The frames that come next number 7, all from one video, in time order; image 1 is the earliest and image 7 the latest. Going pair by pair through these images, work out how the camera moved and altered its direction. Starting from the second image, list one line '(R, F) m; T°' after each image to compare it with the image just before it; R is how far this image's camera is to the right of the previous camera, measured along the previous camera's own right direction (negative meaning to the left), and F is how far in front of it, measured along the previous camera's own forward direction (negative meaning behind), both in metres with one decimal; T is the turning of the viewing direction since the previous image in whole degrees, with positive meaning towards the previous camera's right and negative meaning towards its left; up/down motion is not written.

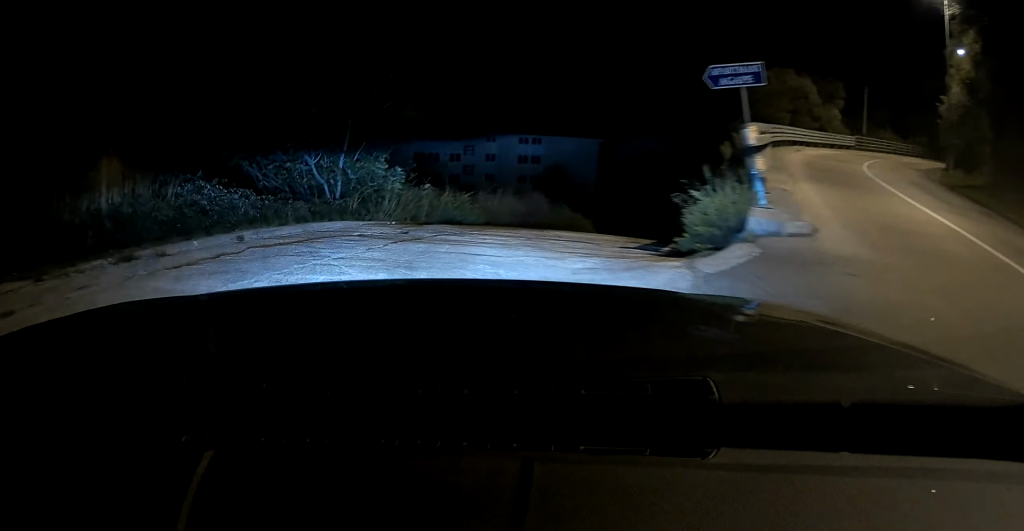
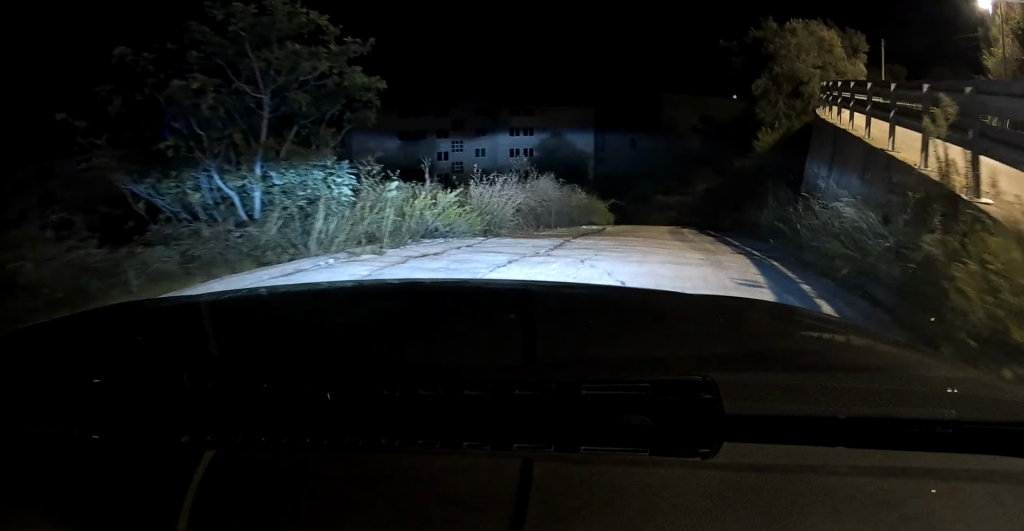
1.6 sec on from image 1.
(-0.9, +7.2) m; +3°
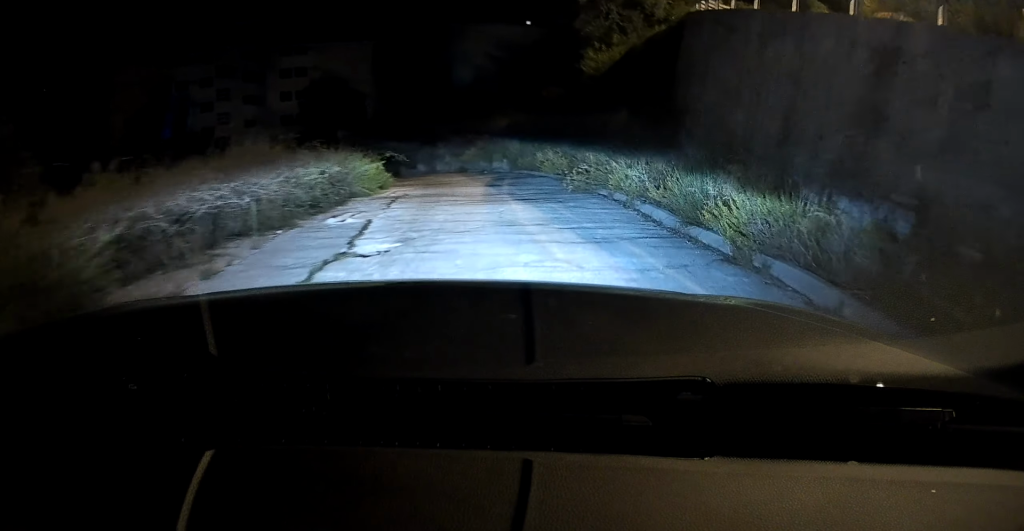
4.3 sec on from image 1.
(+2.8, +12.0) m; +15°
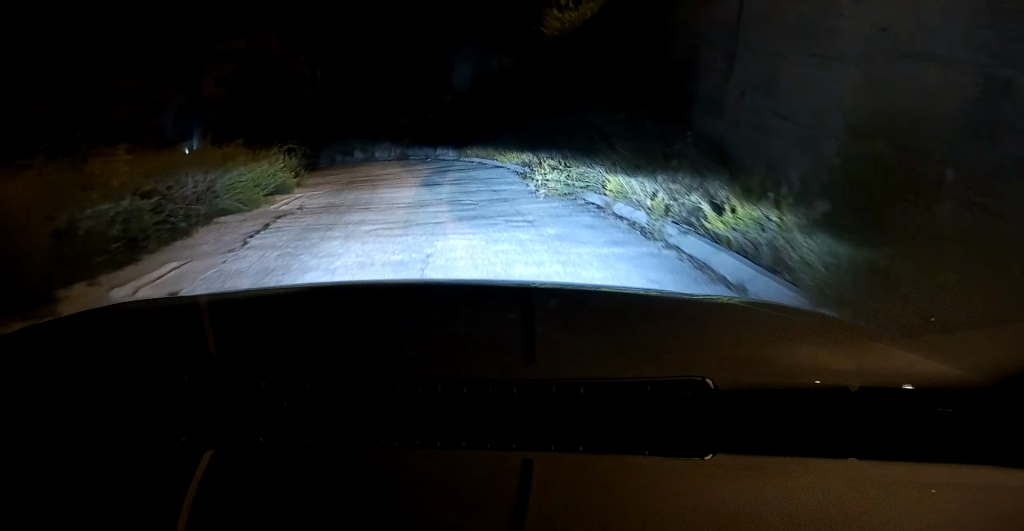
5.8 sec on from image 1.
(+0.2, +6.4) m; 0°
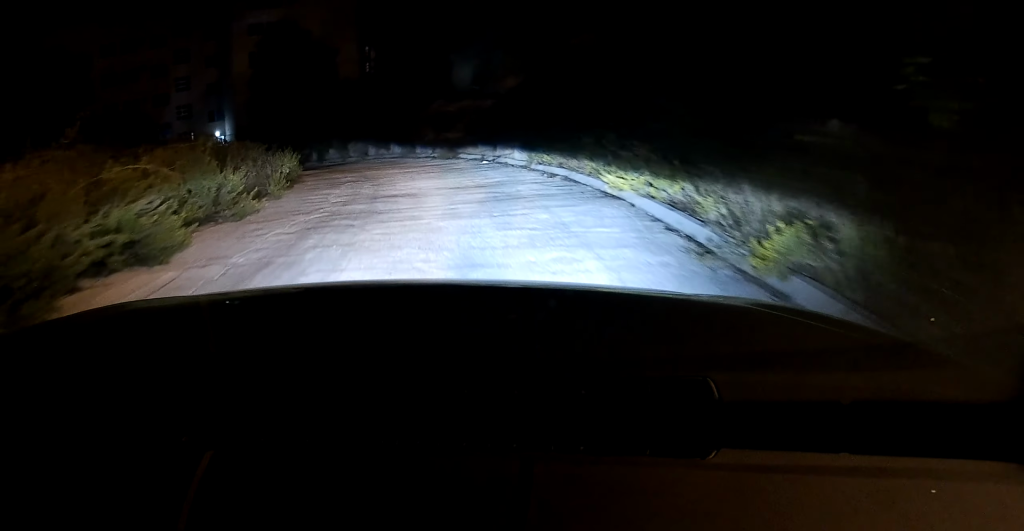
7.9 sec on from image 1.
(-0.3, +5.9) m; -5°
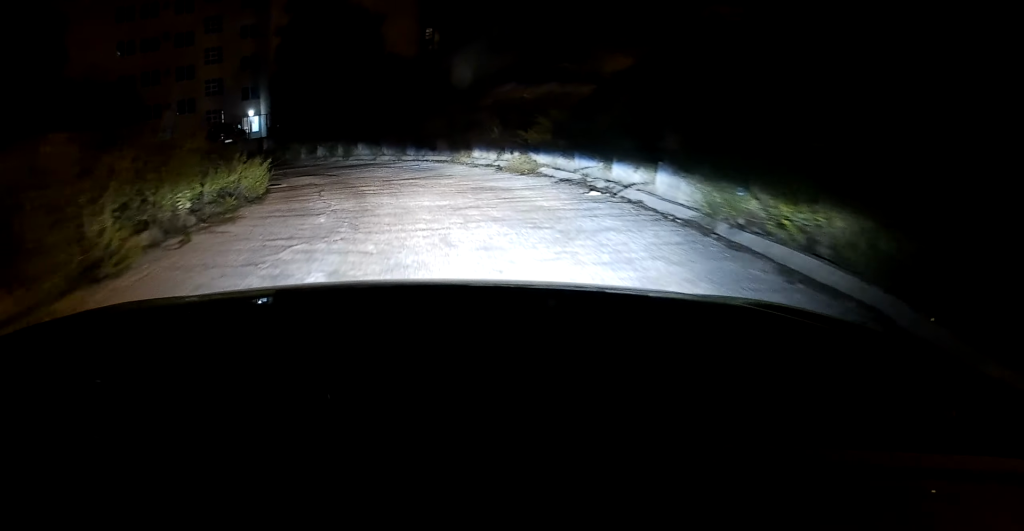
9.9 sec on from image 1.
(-0.2, +7.3) m; -4°
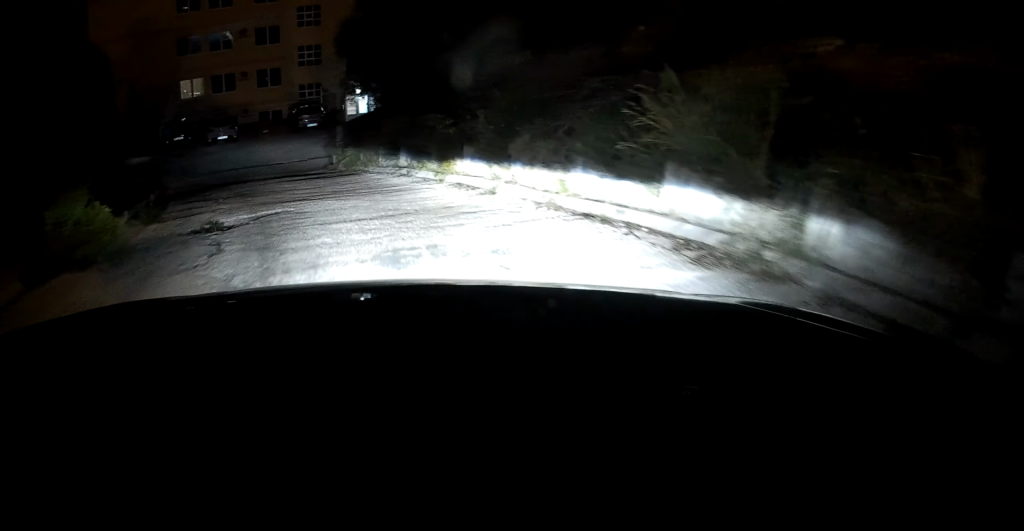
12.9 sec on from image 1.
(-1.0, +11.3) m; -15°
